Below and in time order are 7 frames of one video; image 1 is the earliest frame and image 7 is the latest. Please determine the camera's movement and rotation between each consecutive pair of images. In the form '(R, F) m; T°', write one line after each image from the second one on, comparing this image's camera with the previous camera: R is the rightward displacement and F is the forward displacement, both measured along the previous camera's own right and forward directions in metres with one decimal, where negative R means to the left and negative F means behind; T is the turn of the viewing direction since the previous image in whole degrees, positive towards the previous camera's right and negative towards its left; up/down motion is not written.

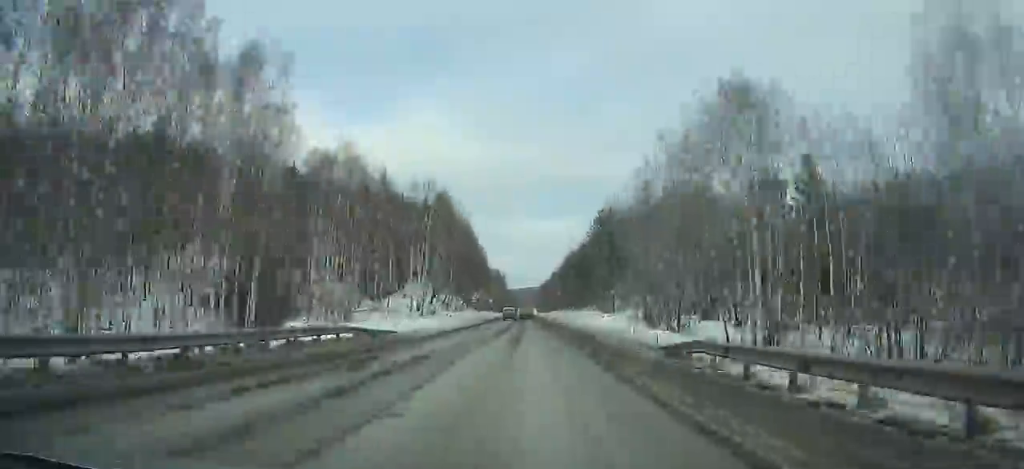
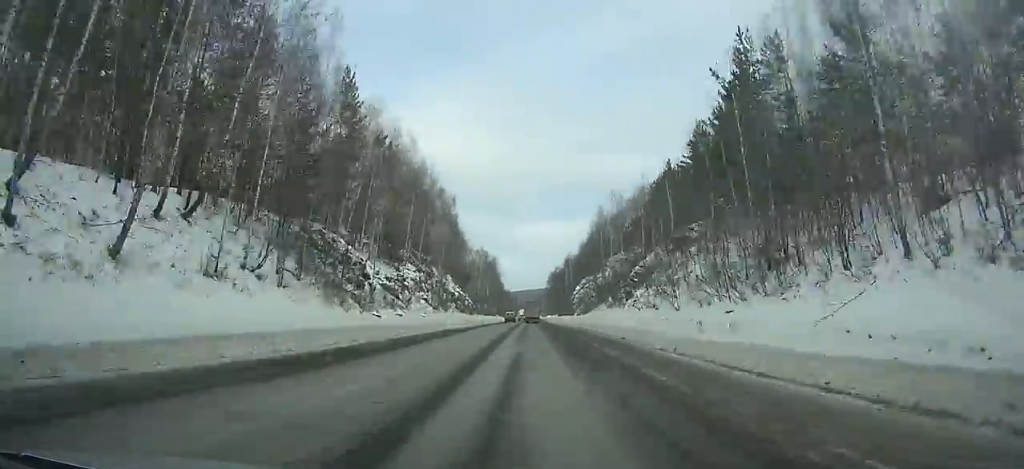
(+1.0, +93.8) m; +1°
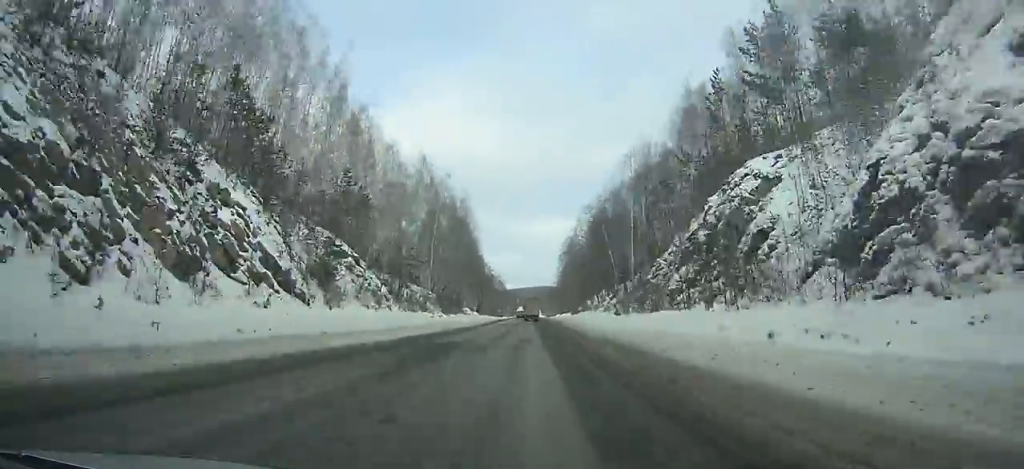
(+0.3, +99.5) m; 0°
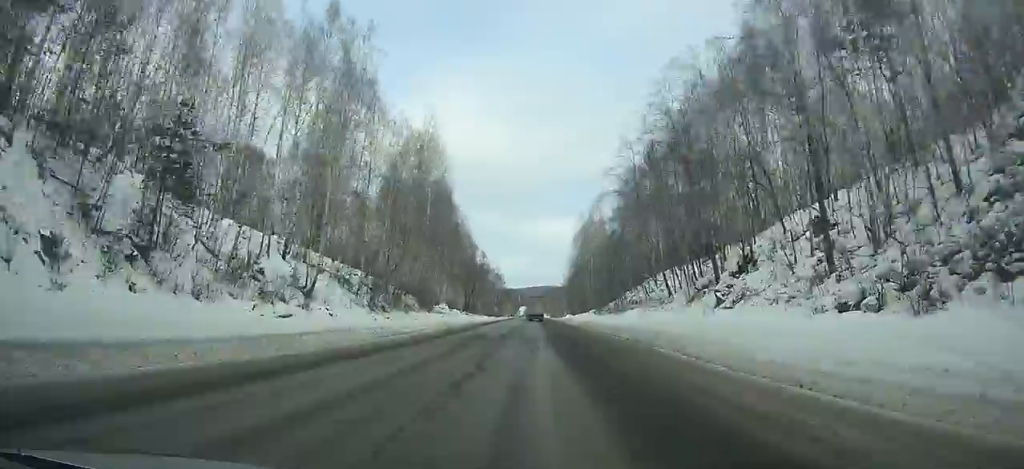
(0.0, +40.1) m; 0°
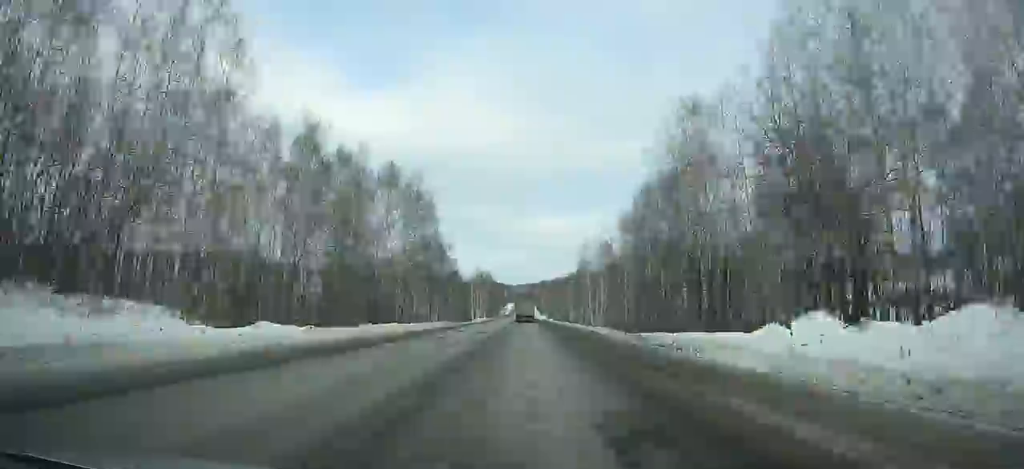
(+0.1, +130.8) m; 0°
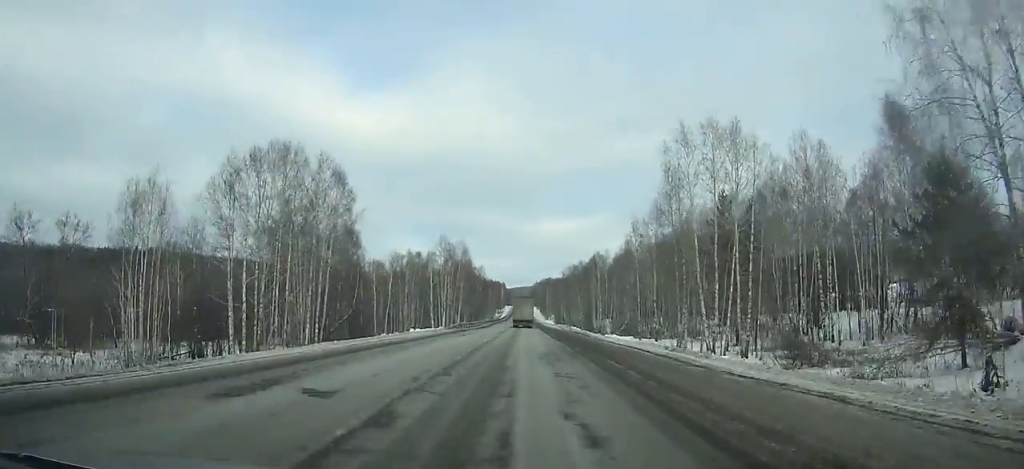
(+0.2, +79.8) m; 0°
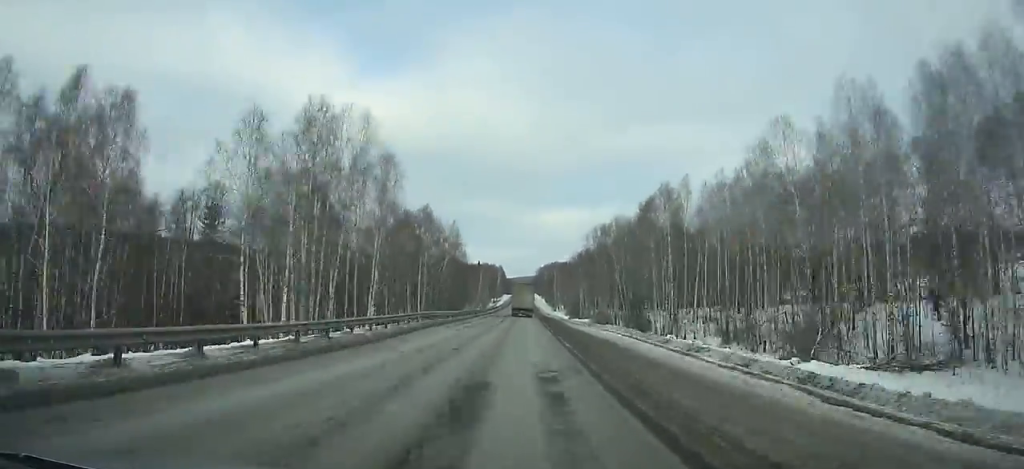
(-0.4, +69.3) m; 0°
